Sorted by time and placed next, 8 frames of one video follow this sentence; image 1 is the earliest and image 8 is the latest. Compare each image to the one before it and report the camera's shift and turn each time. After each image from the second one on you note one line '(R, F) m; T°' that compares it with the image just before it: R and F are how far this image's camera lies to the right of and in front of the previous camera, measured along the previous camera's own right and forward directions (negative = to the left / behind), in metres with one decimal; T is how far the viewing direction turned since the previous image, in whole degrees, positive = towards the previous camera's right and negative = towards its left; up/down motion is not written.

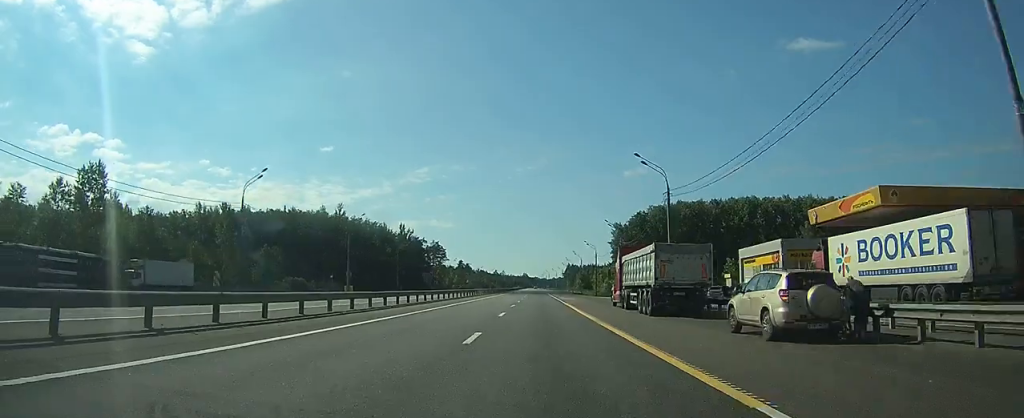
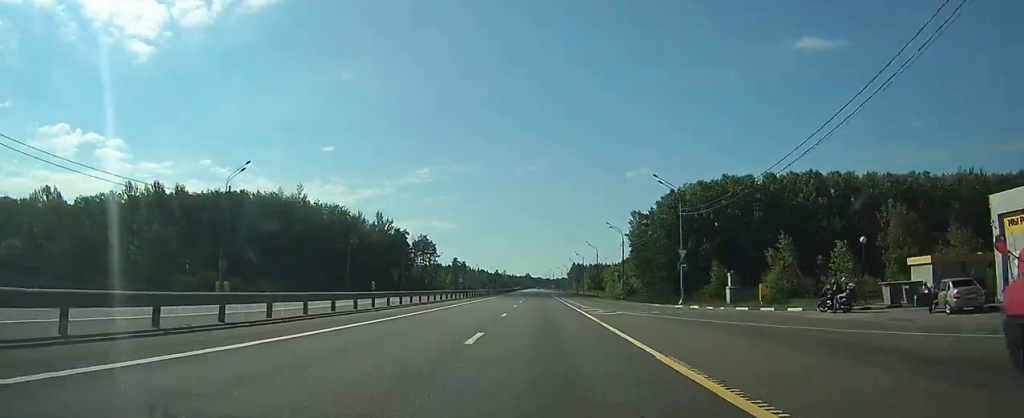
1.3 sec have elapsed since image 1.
(+0.2, +35.6) m; 0°
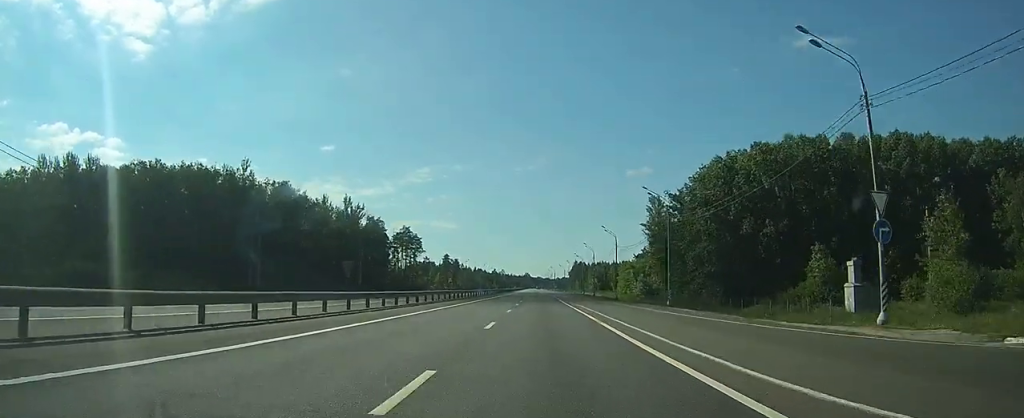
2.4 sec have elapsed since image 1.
(-0.2, +30.7) m; -1°
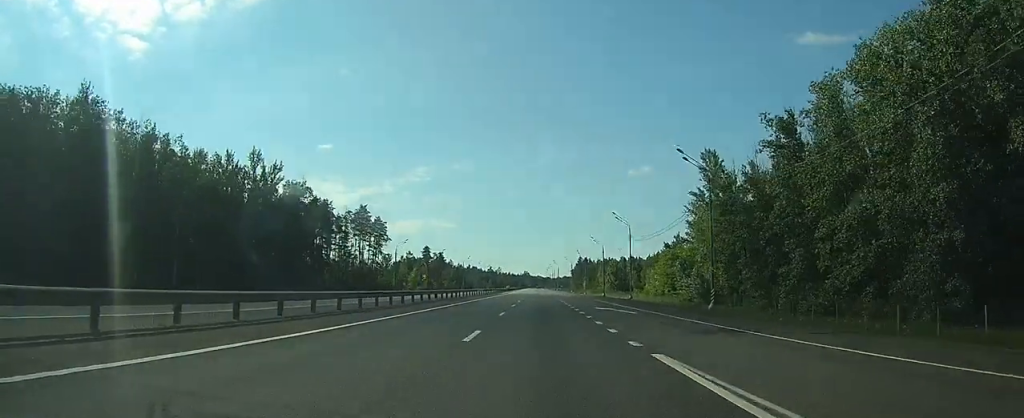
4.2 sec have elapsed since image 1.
(-0.2, +51.2) m; 0°
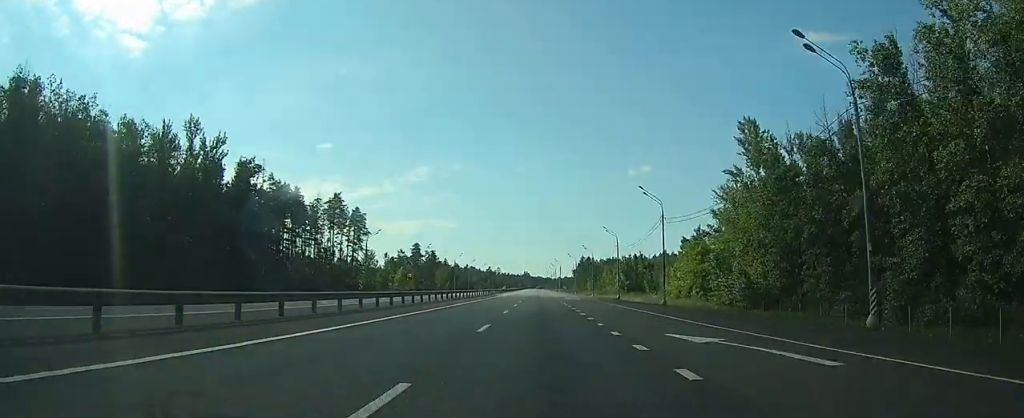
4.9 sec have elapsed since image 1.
(0.0, +20.6) m; 0°
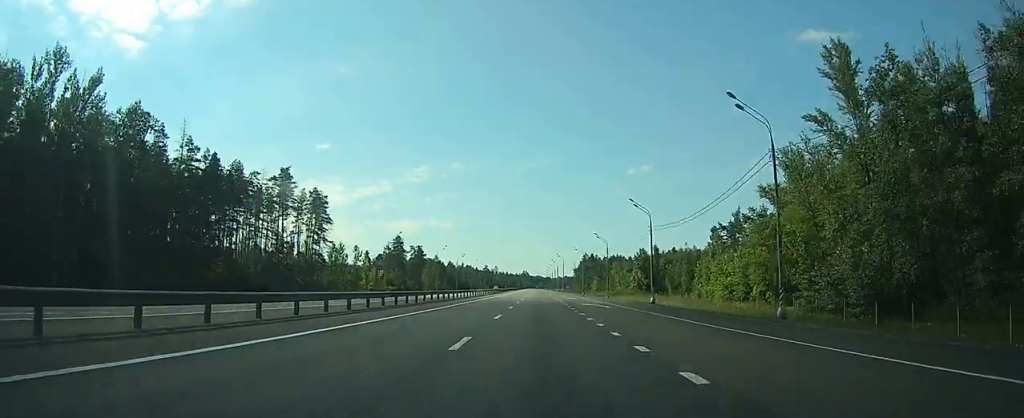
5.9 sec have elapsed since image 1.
(0.0, +28.3) m; 0°
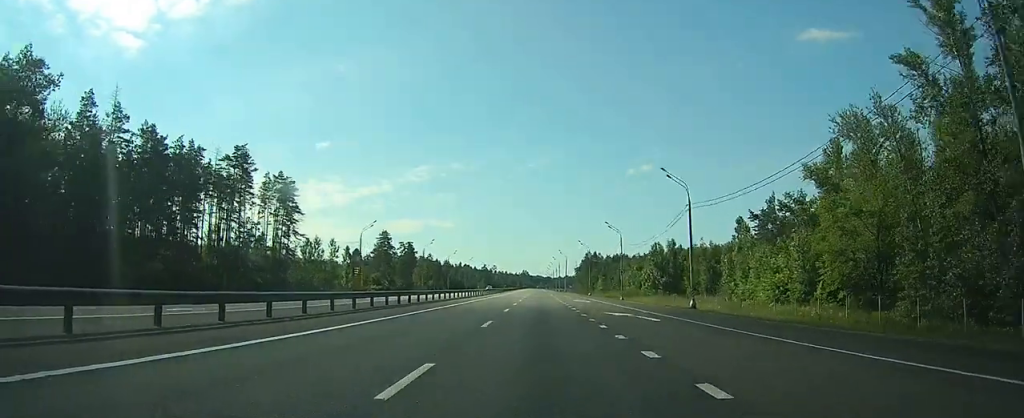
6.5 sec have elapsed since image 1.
(0.0, +17.1) m; 0°
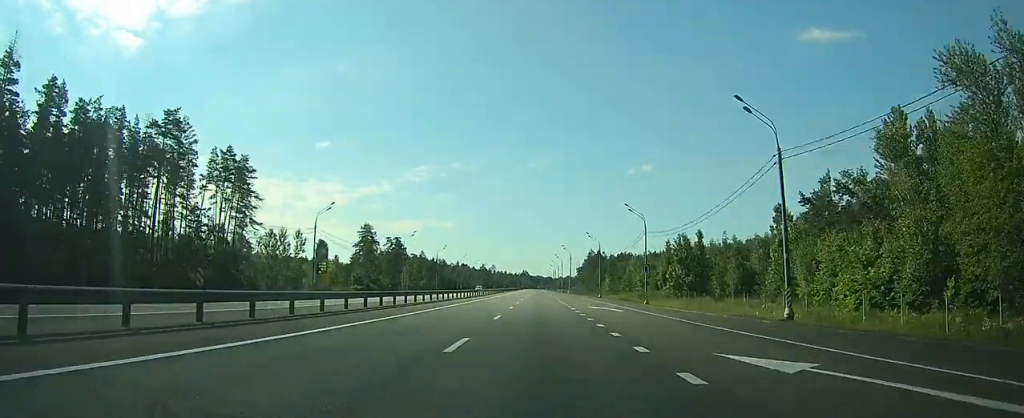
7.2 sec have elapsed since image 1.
(+0.1, +19.1) m; 0°
